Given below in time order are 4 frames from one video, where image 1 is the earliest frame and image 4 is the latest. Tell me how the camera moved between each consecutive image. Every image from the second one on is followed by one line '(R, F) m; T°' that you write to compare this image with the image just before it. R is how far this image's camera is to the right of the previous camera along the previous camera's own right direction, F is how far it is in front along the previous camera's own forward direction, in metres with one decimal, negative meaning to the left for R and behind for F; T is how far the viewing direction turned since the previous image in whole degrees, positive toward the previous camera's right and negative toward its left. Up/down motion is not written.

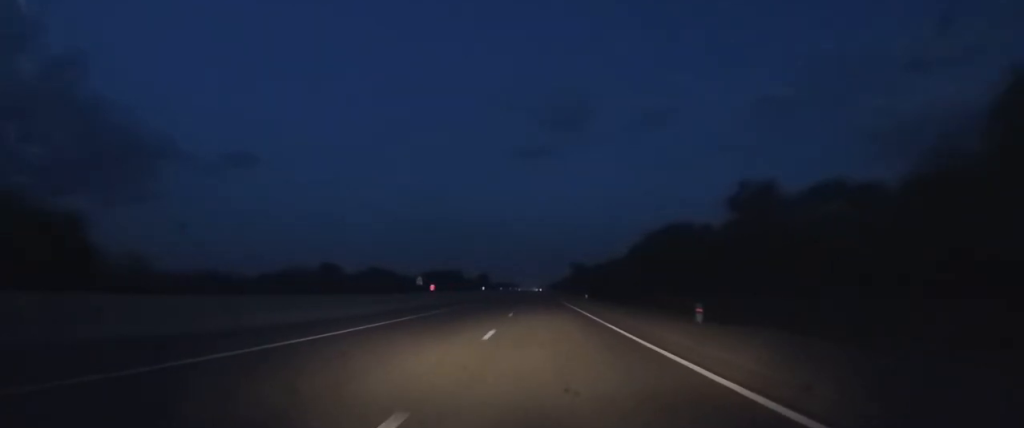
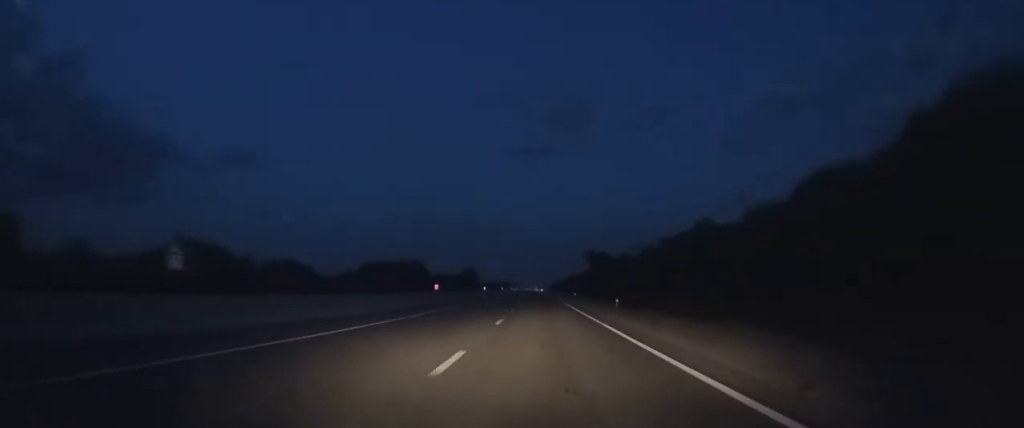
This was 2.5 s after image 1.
(0.0, +84.8) m; 0°
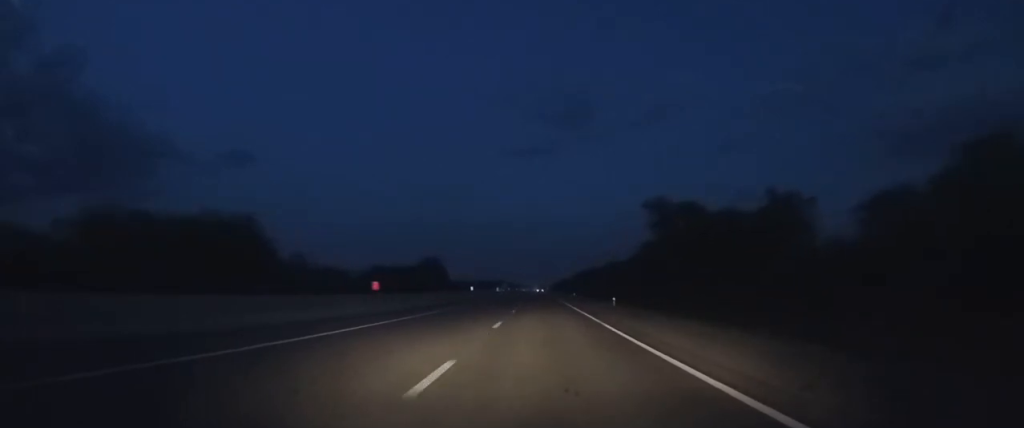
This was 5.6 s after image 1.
(-0.7, +96.3) m; 0°
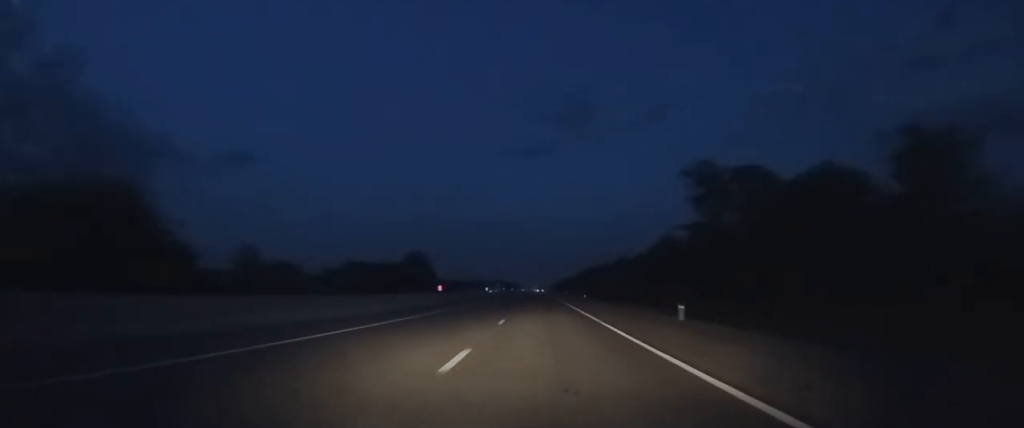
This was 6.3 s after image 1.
(0.0, +23.1) m; 0°
